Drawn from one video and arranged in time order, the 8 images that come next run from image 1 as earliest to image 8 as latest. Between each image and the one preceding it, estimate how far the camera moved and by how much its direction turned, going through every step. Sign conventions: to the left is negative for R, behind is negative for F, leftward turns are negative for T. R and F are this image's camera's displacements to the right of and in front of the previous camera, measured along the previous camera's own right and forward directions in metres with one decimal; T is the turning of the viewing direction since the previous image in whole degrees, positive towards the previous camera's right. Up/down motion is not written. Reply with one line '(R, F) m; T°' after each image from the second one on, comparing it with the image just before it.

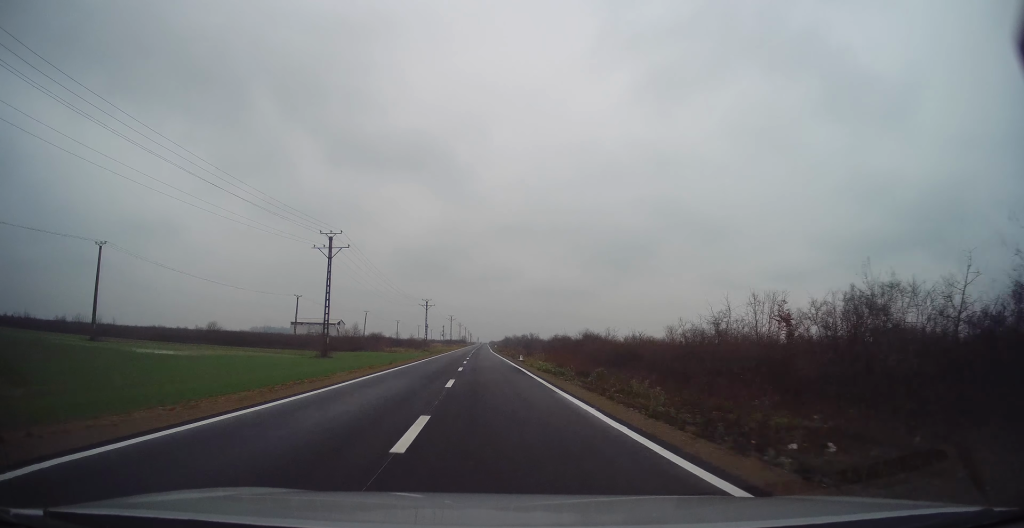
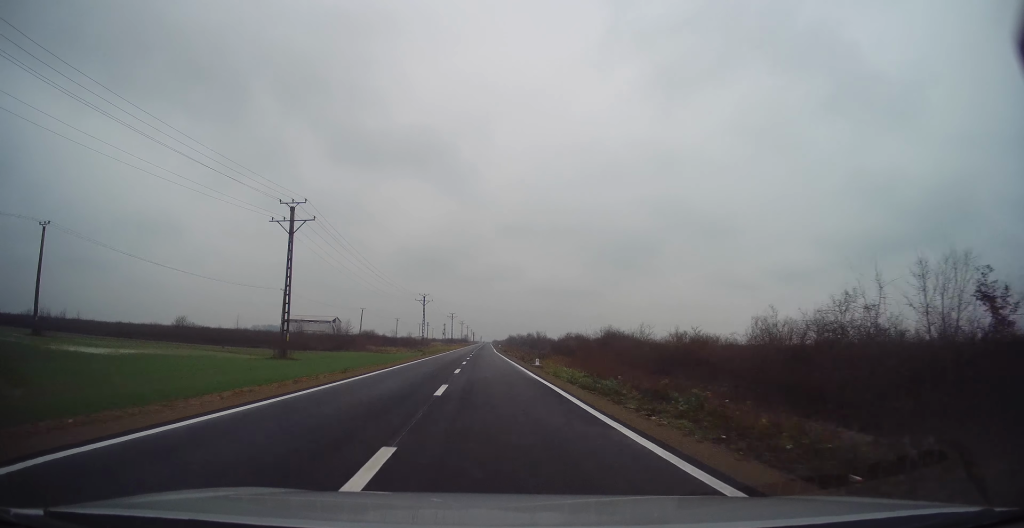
(+0.2, +12.1) m; 0°
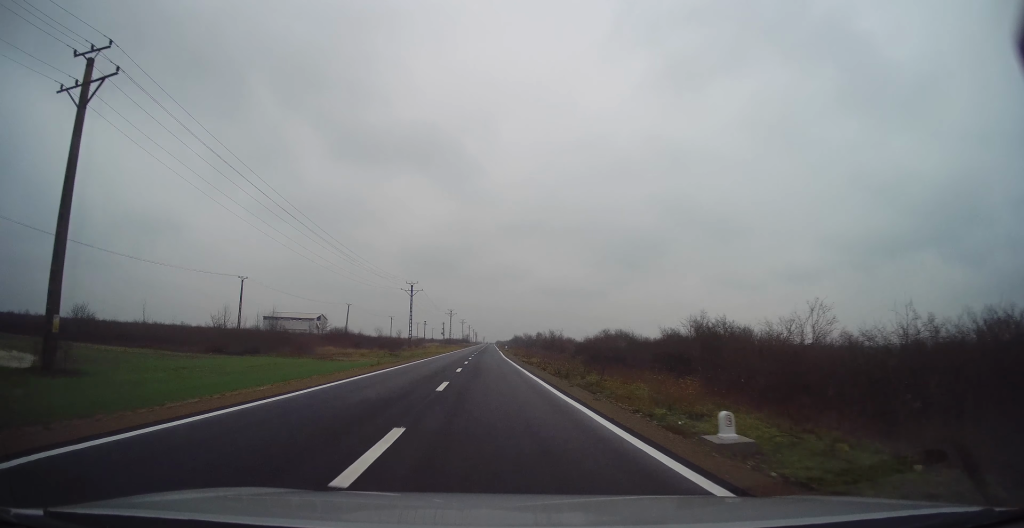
(-0.1, +25.8) m; -1°
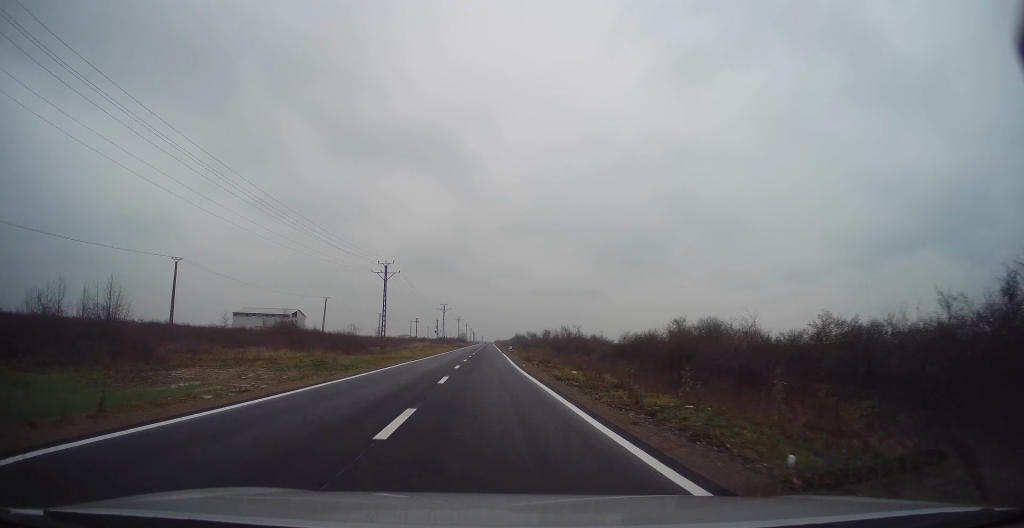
(-0.2, +24.9) m; 0°
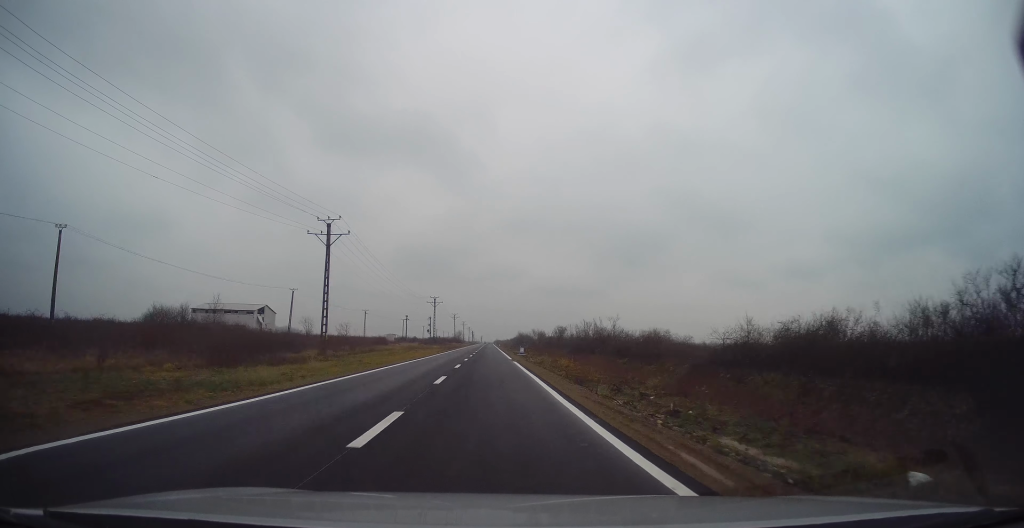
(0.0, +27.6) m; +1°
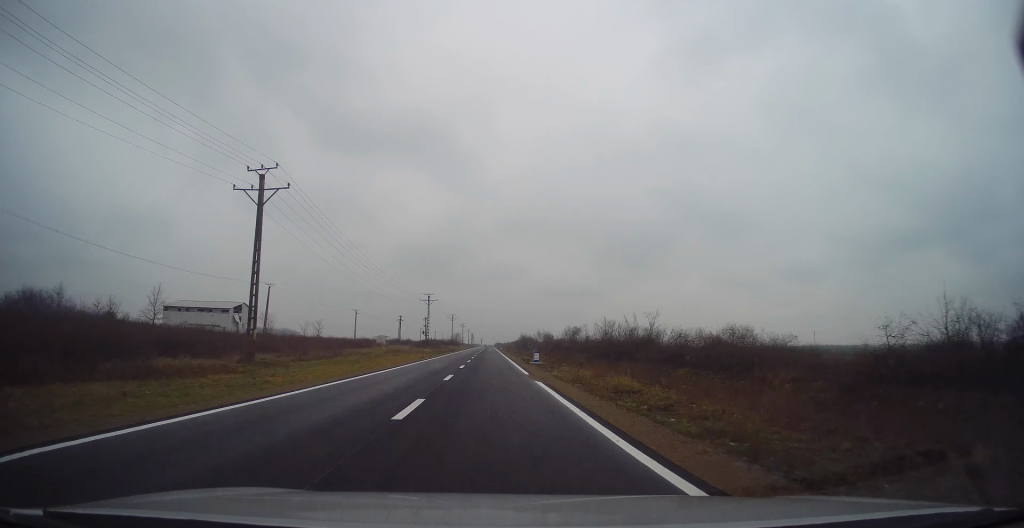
(-0.1, +15.8) m; +1°
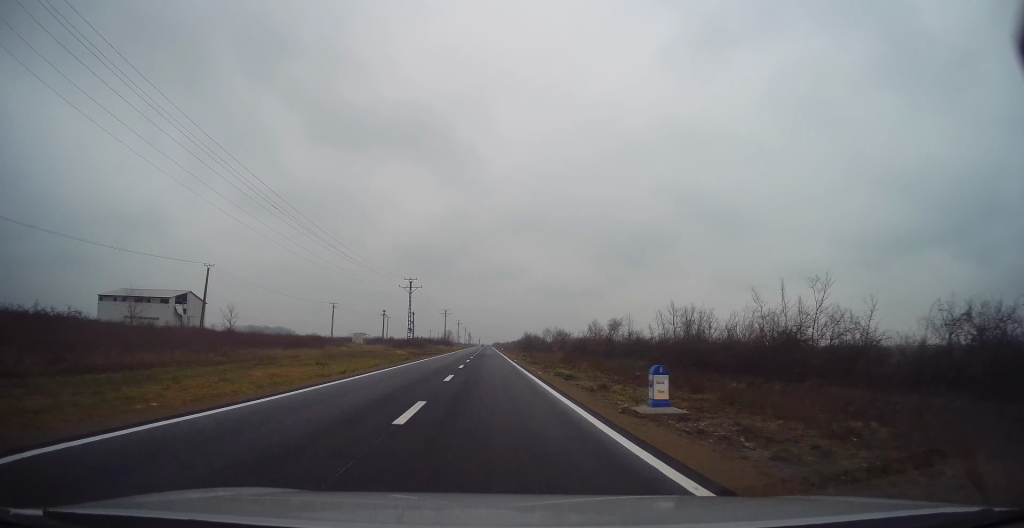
(+0.5, +27.9) m; 0°
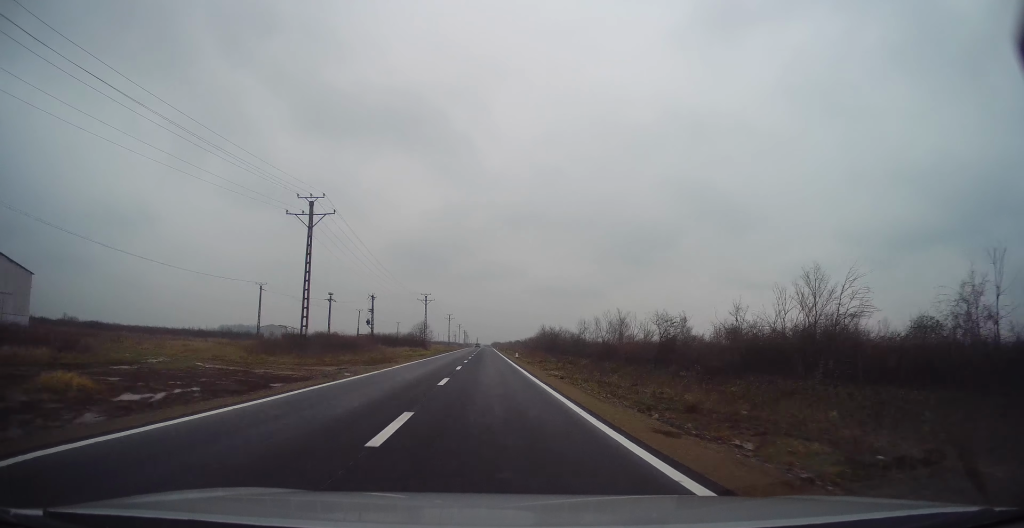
(-0.9, +56.0) m; 0°
